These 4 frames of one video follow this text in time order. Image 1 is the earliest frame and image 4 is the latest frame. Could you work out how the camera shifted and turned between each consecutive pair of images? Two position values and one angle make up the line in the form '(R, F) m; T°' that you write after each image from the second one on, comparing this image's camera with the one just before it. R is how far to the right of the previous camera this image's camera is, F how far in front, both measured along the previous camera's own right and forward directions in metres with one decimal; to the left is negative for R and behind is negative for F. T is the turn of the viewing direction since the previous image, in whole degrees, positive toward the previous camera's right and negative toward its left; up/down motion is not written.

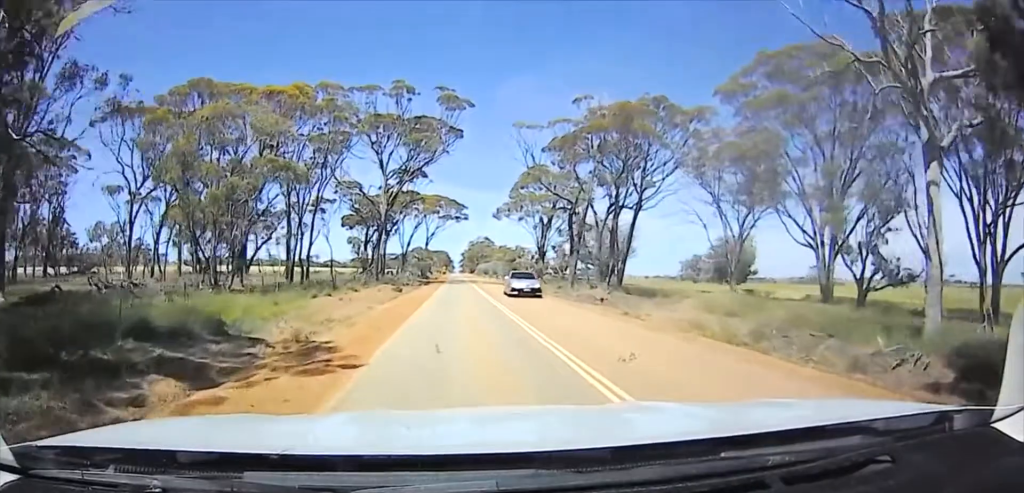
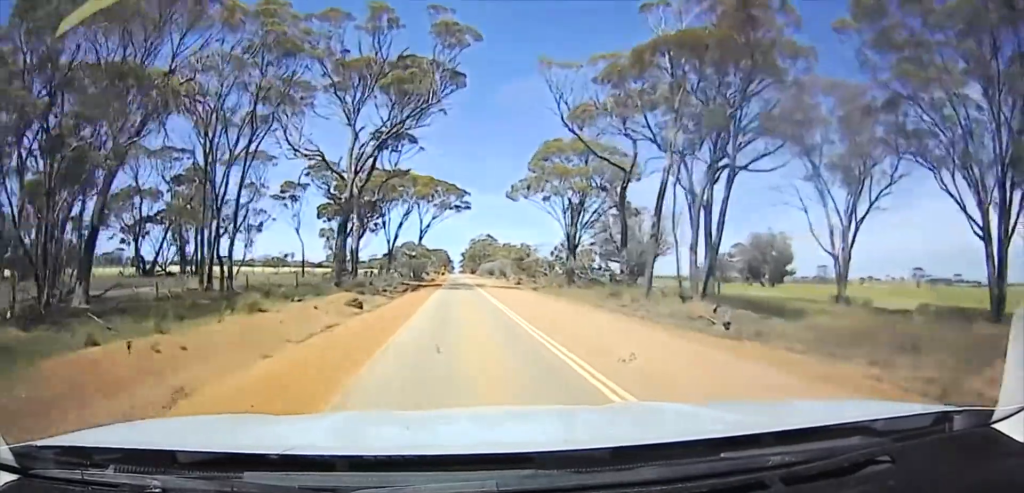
(0.0, +21.6) m; +2°
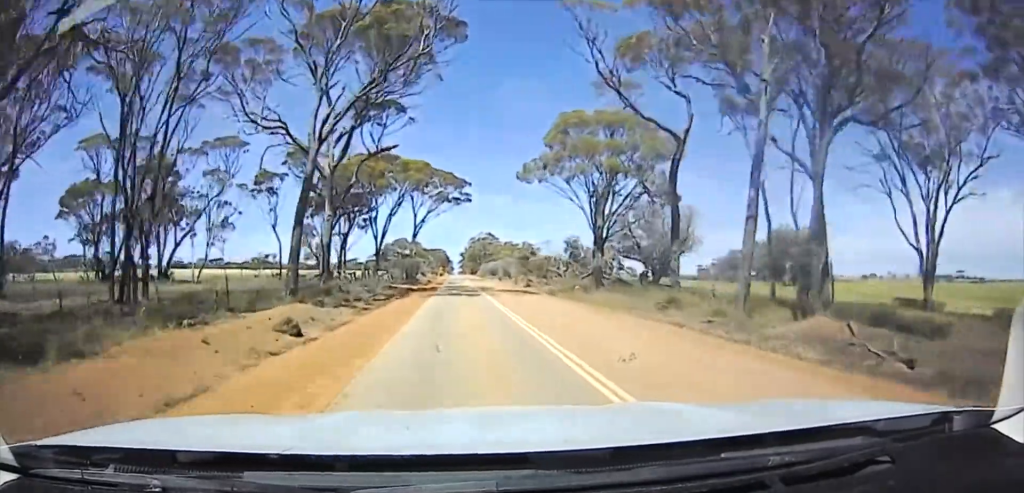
(-0.1, +12.3) m; +2°
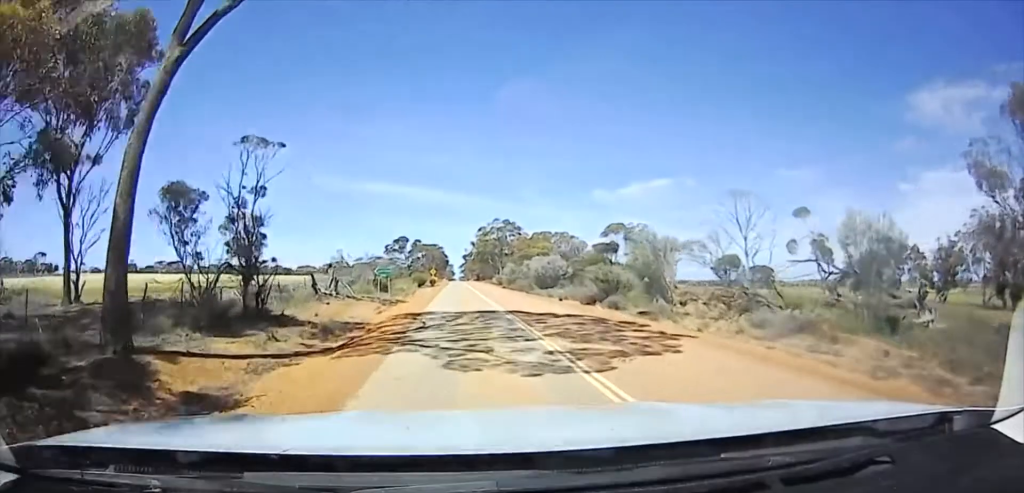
(+0.3, +92.8) m; +2°
